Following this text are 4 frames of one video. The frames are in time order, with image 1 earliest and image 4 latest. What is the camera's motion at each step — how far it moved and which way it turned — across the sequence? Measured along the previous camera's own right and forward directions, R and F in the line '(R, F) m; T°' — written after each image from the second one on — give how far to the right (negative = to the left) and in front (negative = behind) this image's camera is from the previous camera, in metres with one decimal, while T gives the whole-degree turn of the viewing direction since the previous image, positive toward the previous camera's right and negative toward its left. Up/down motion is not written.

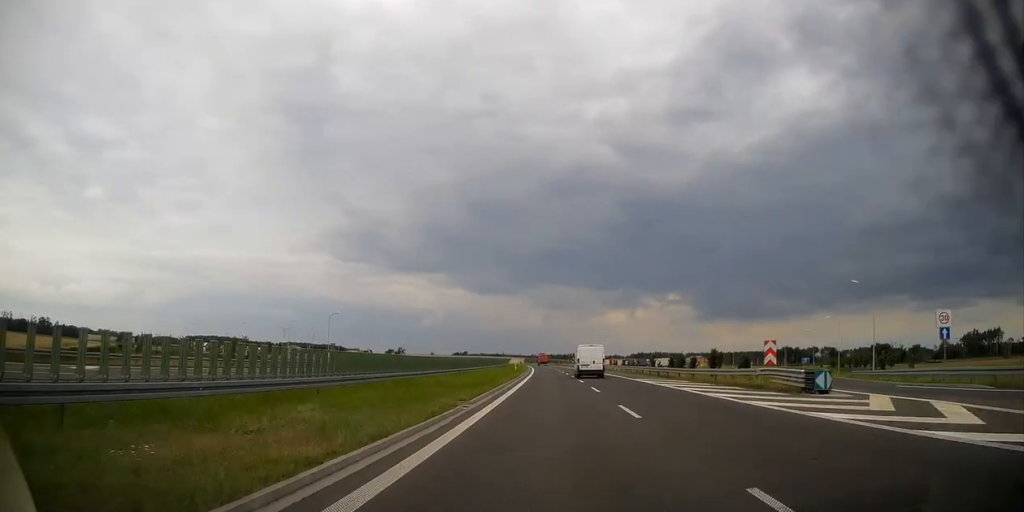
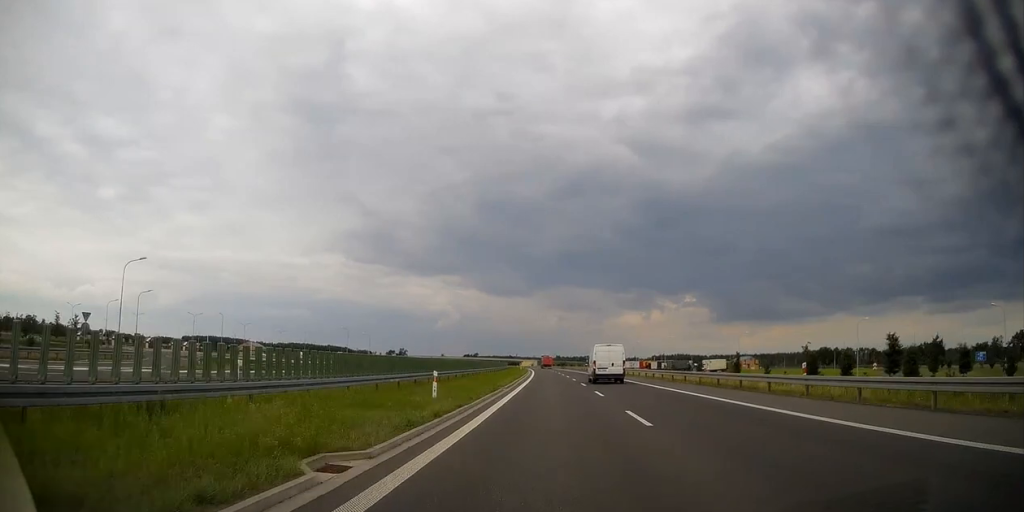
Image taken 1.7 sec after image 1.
(-0.9, +60.3) m; -2°
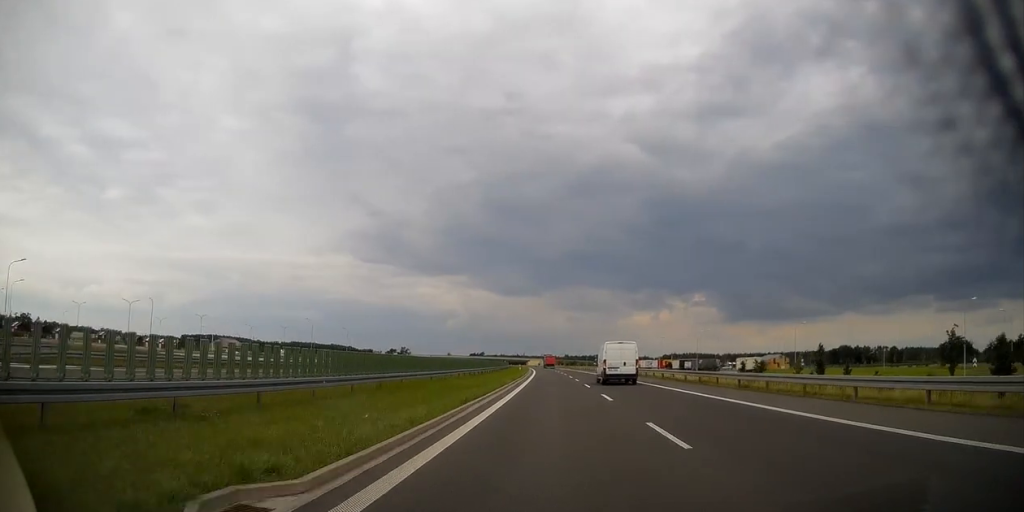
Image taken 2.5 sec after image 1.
(-0.2, +27.5) m; -1°
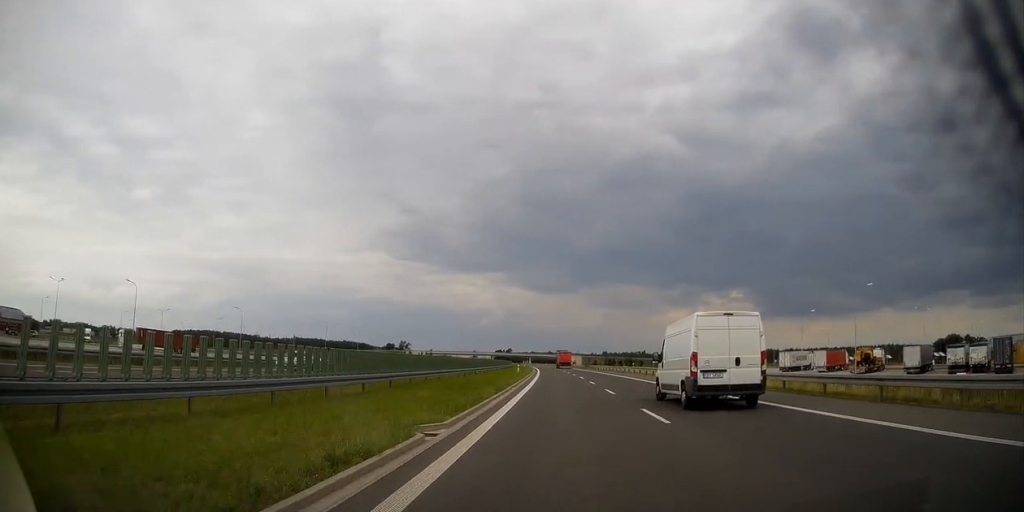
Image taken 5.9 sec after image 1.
(-3.5, +127.2) m; -3°
